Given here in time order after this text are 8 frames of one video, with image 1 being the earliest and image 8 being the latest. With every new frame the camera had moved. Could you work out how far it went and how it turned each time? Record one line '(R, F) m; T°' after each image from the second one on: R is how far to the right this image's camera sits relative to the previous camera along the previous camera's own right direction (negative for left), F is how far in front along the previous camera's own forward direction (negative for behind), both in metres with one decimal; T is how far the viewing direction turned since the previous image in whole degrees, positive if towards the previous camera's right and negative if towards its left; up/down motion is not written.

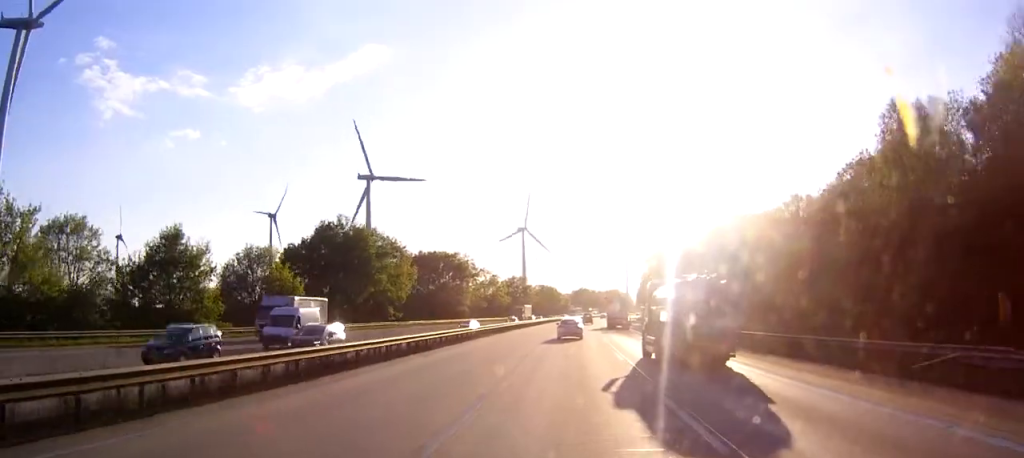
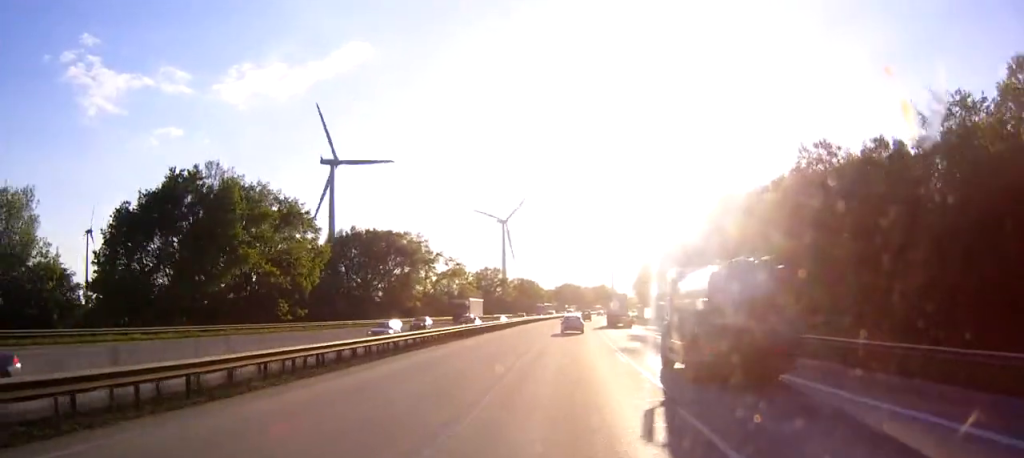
(+0.3, +37.9) m; +1°
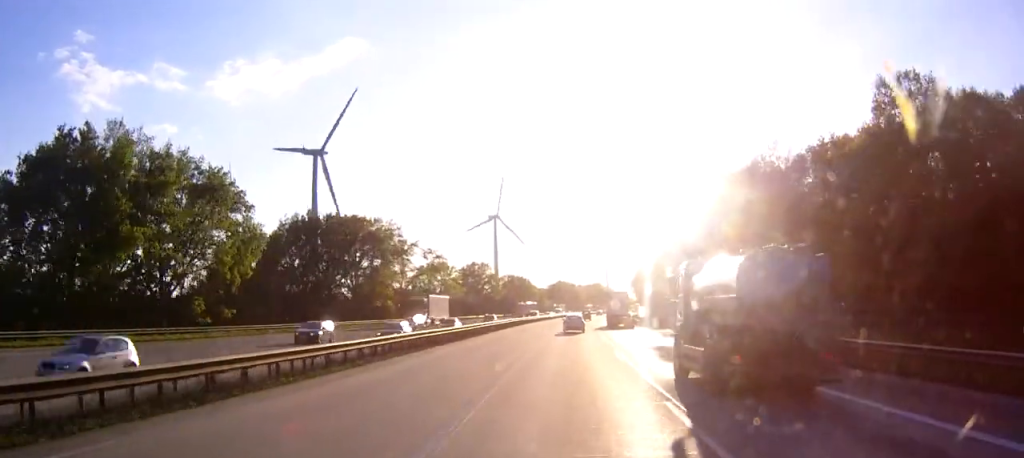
(+0.2, +16.9) m; +1°
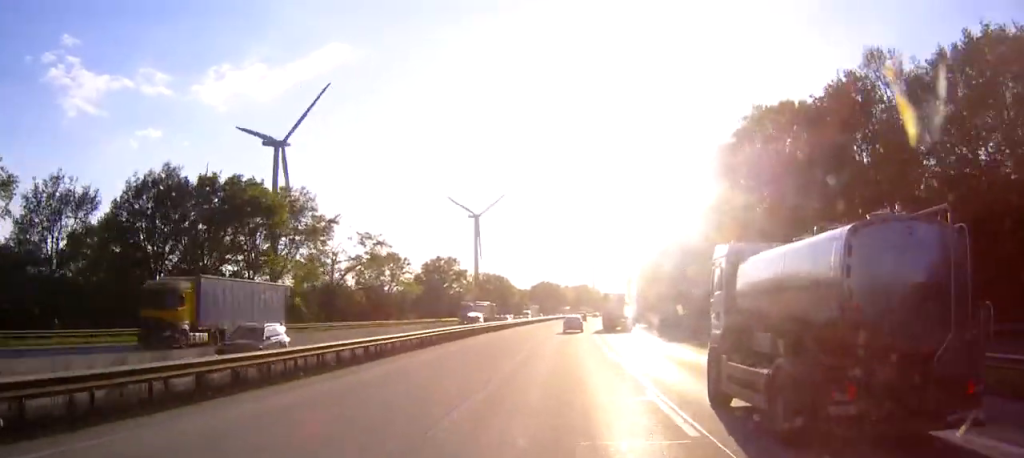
(+0.3, +33.8) m; +1°
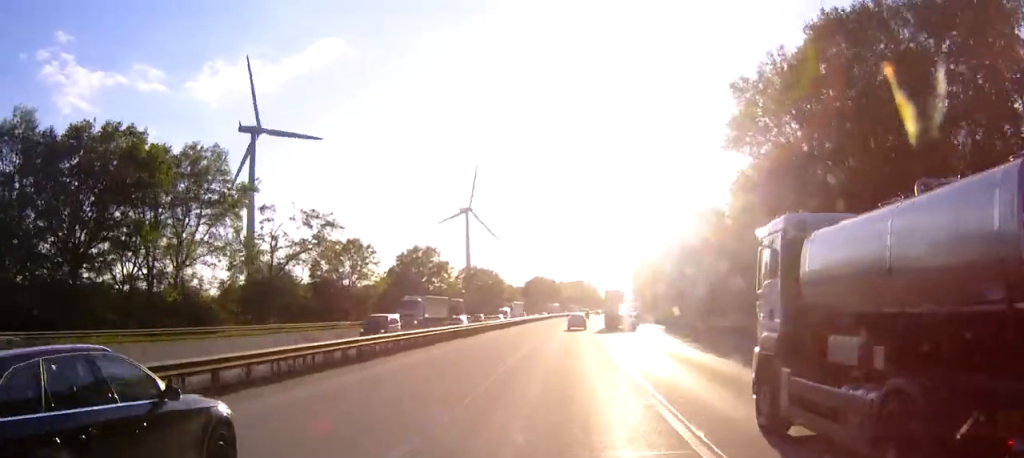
(+0.2, +20.9) m; 0°
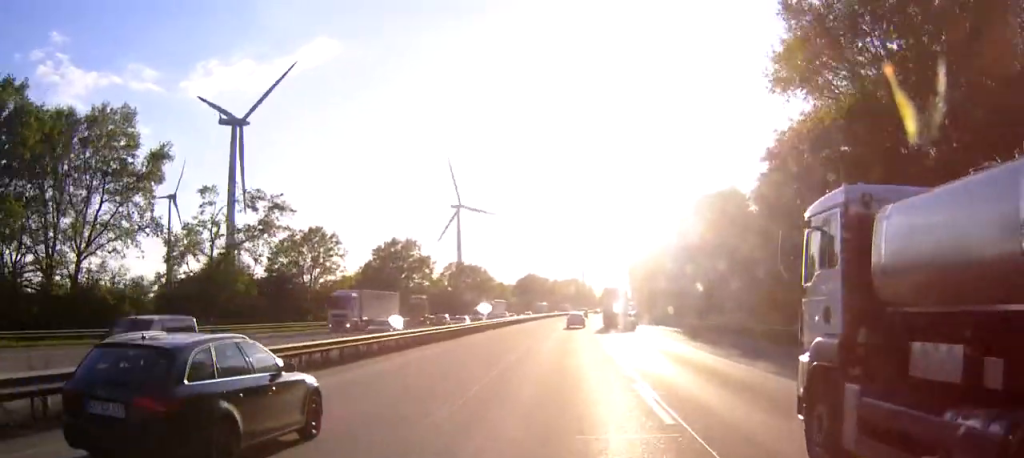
(0.0, +13.9) m; 0°
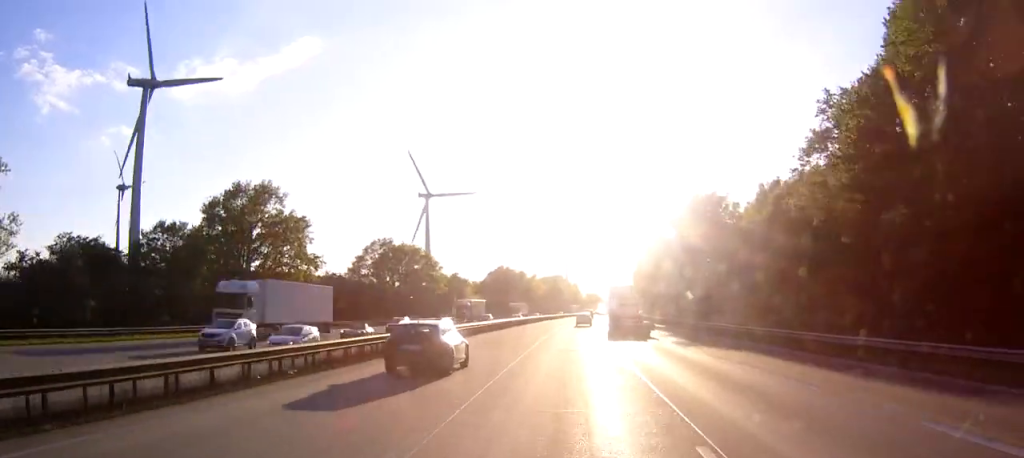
(+0.7, +61.5) m; +2°
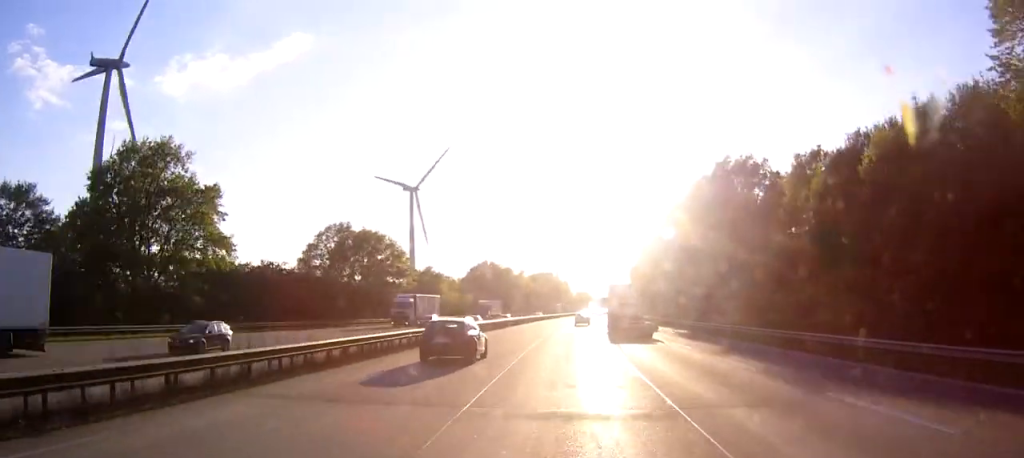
(+0.1, +19.9) m; +1°
